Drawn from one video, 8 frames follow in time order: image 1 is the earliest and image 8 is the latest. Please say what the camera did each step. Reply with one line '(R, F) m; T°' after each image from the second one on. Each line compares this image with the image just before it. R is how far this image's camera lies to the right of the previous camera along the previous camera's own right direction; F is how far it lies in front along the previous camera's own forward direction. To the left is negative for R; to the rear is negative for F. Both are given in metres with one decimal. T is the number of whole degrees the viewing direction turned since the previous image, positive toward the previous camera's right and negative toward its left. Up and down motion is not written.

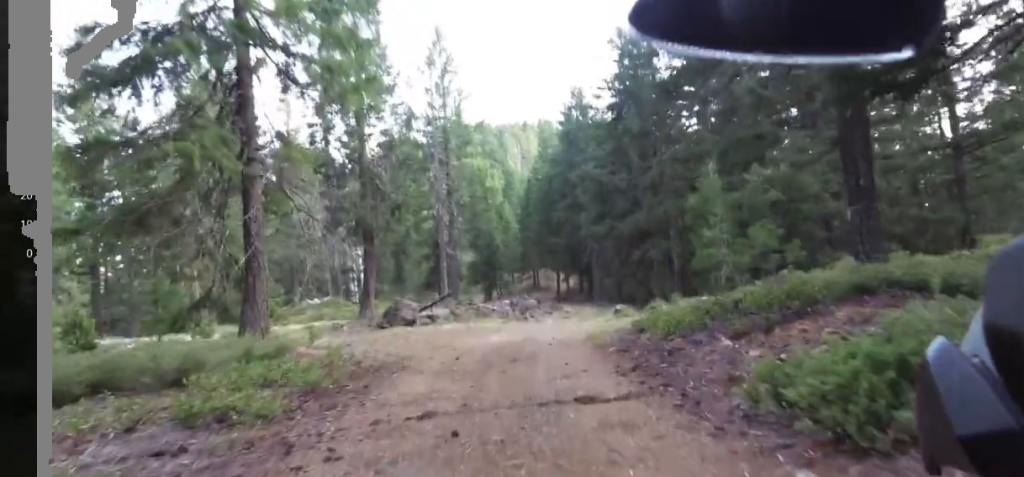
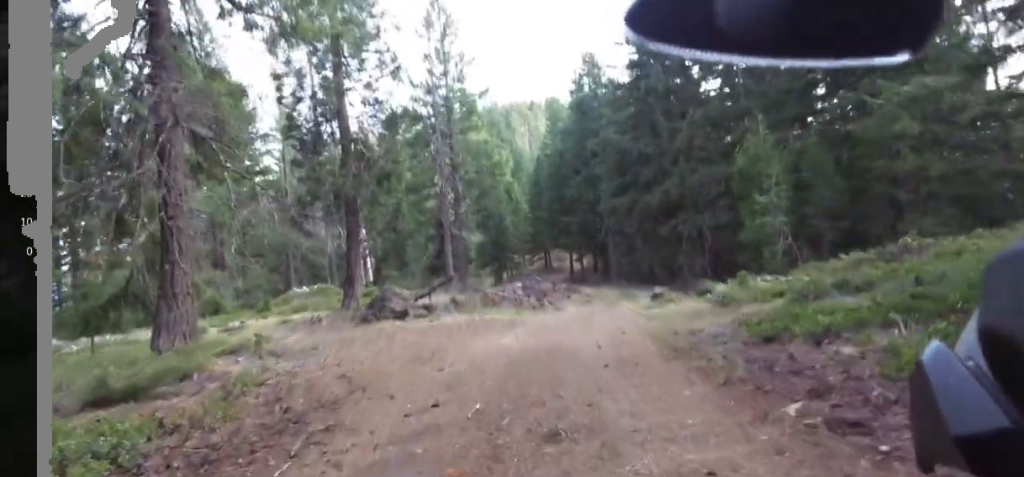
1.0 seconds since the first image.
(+0.3, +3.7) m; +8°
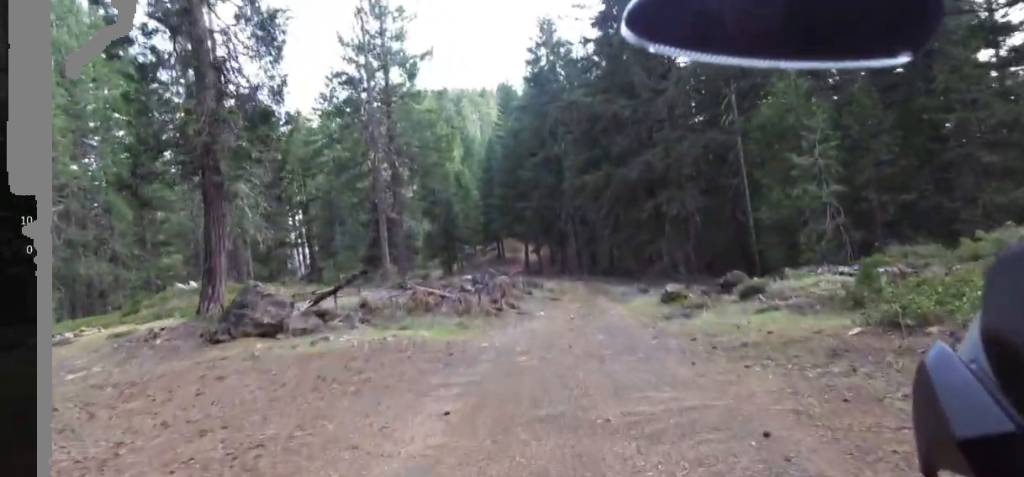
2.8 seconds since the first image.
(+0.6, +5.8) m; +9°
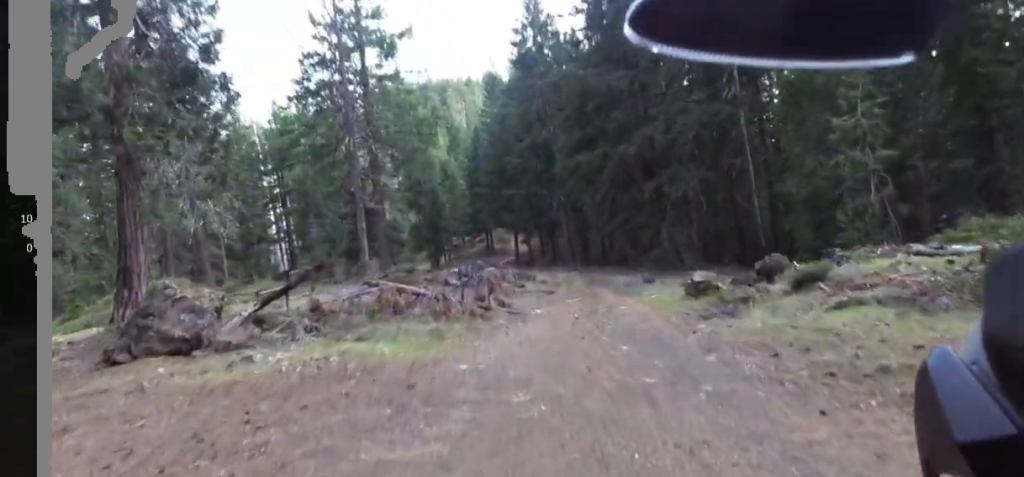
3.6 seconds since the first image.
(0.0, +2.7) m; +1°
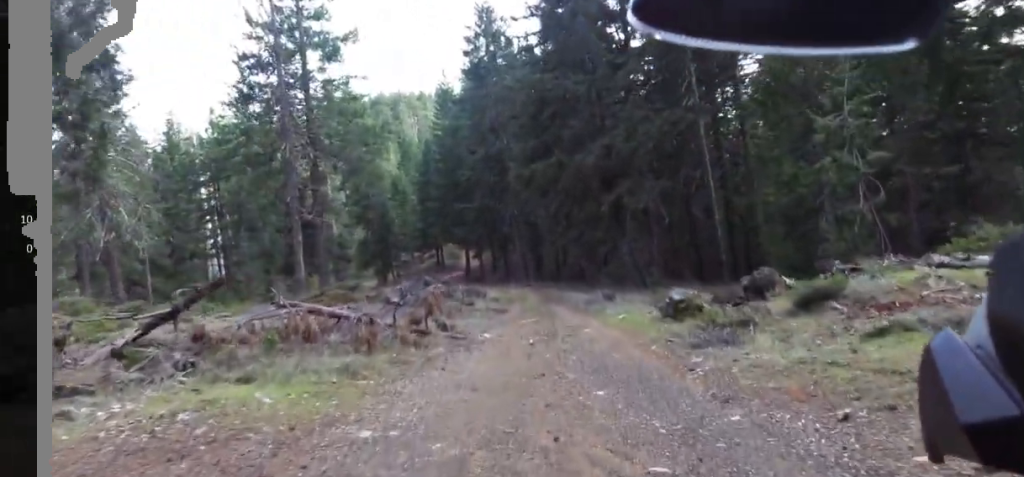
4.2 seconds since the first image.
(0.0, +2.1) m; +1°
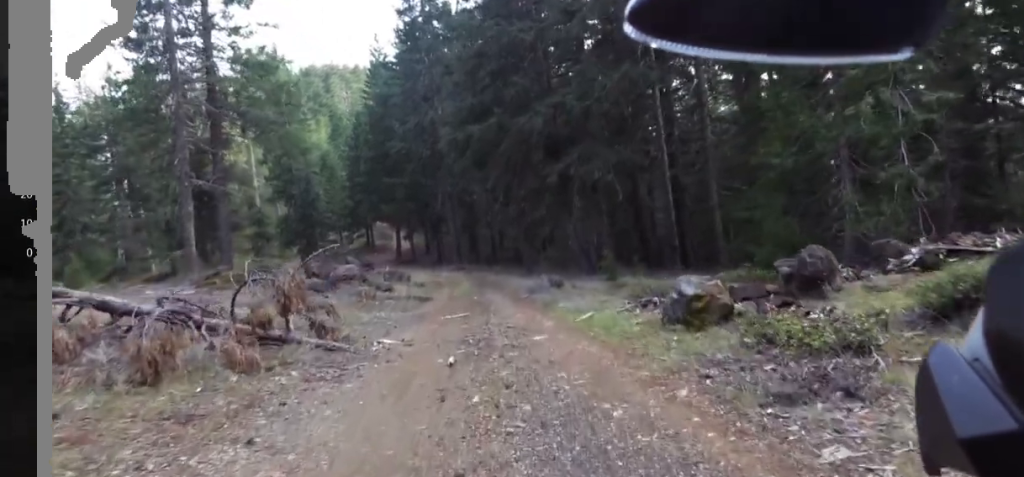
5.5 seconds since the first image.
(+0.1, +4.6) m; +2°
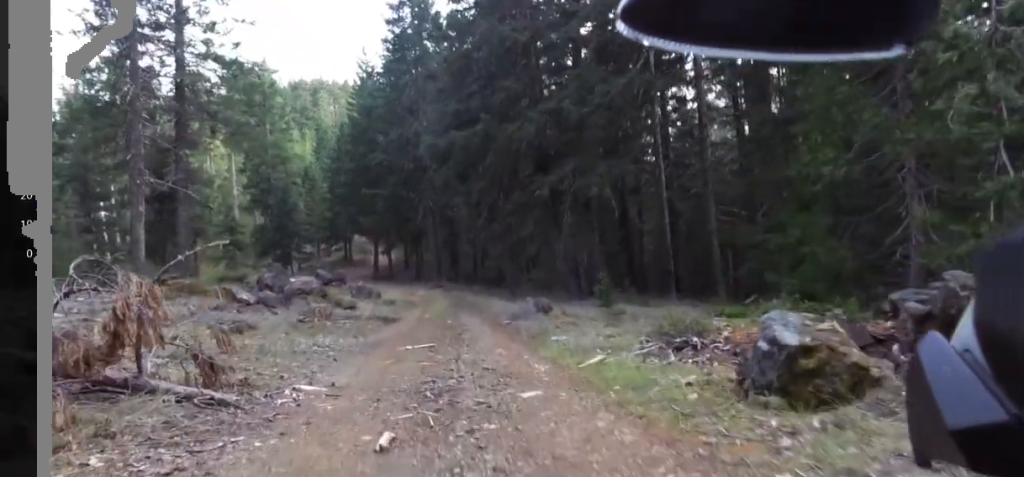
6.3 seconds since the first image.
(0.0, +3.5) m; -2°
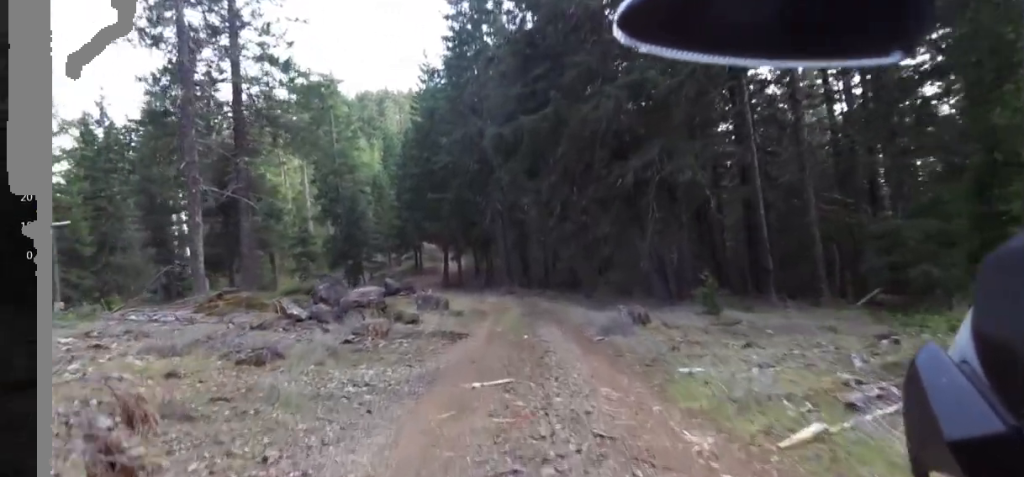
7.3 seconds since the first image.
(-0.2, +4.0) m; -2°
